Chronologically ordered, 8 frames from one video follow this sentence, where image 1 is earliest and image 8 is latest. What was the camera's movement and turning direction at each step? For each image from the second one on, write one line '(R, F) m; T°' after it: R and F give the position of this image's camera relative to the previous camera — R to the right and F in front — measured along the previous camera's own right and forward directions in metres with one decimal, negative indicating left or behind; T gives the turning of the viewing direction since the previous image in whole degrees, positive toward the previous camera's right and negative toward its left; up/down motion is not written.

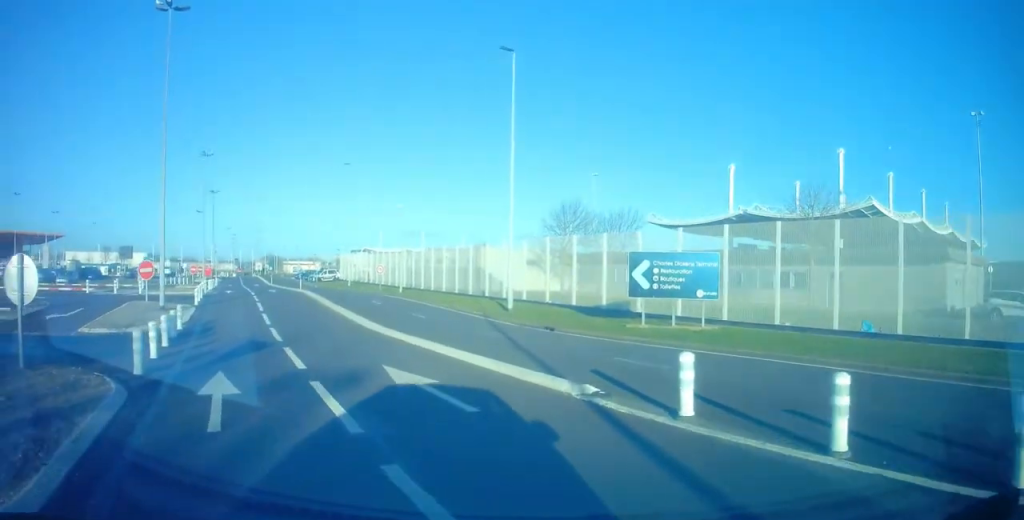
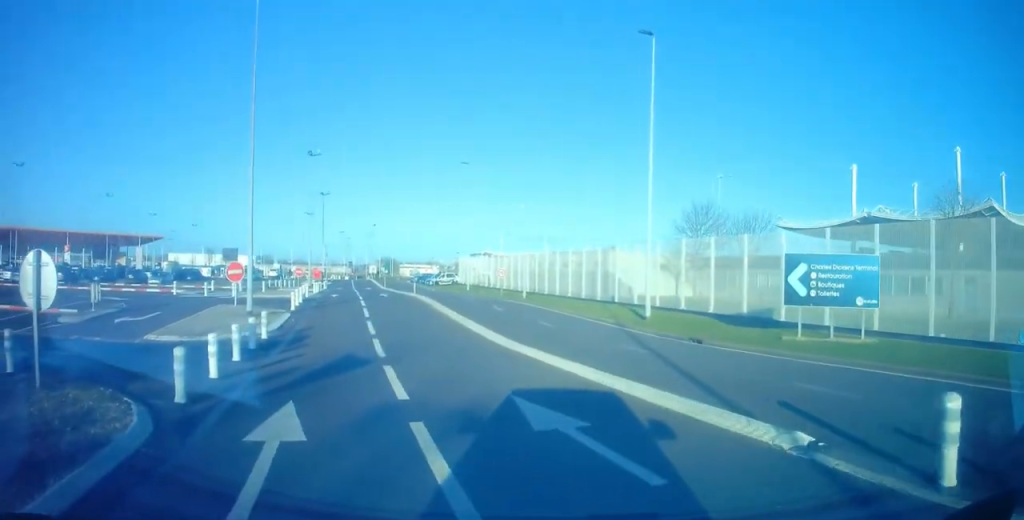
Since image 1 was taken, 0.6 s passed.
(-0.3, +2.2) m; -11°
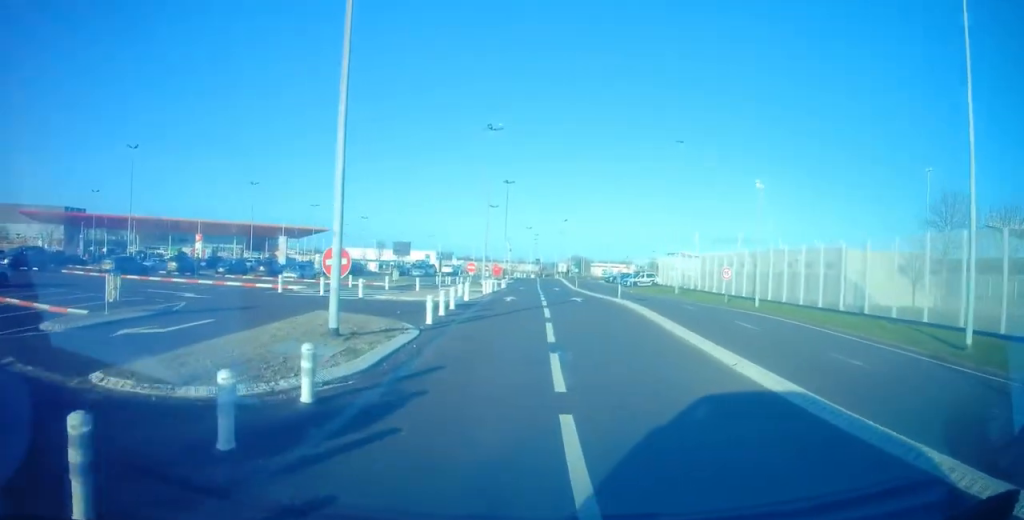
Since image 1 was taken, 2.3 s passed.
(-1.5, +7.8) m; -15°
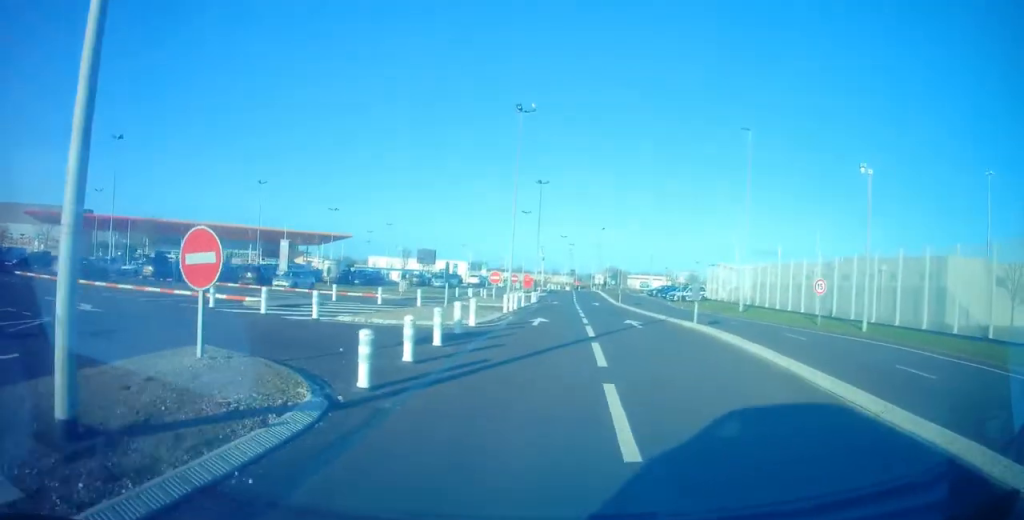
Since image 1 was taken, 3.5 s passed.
(-0.1, +7.2) m; -1°
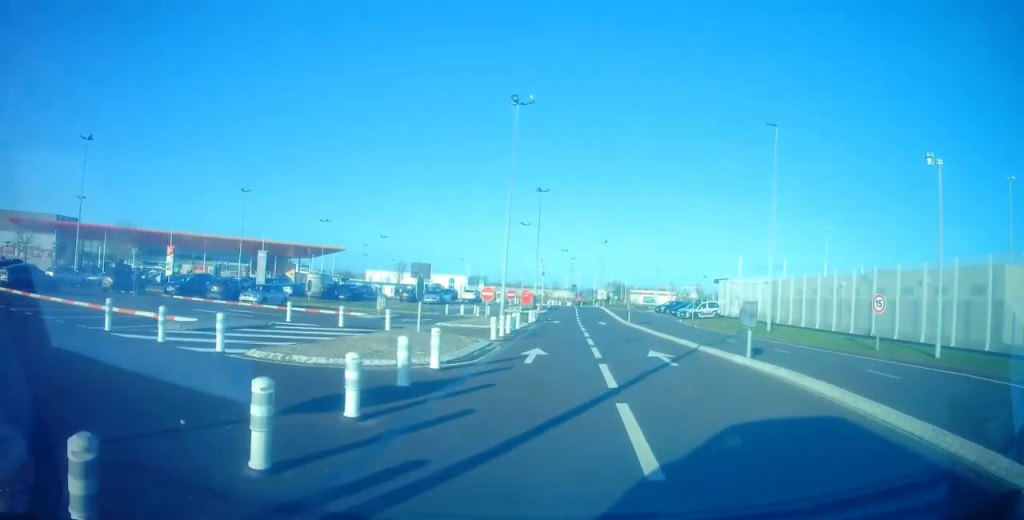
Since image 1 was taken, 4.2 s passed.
(0.0, +4.6) m; 0°
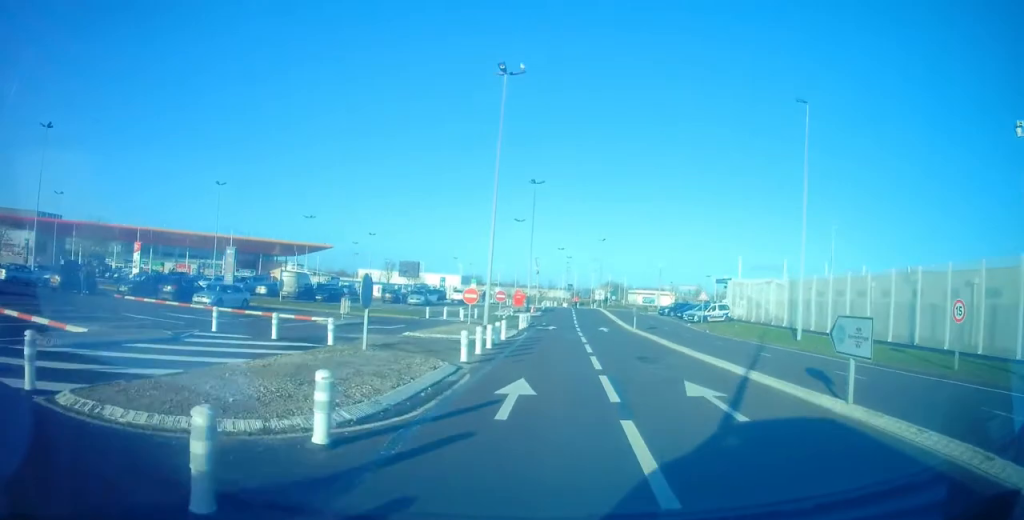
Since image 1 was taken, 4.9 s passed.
(-0.1, +4.8) m; 0°
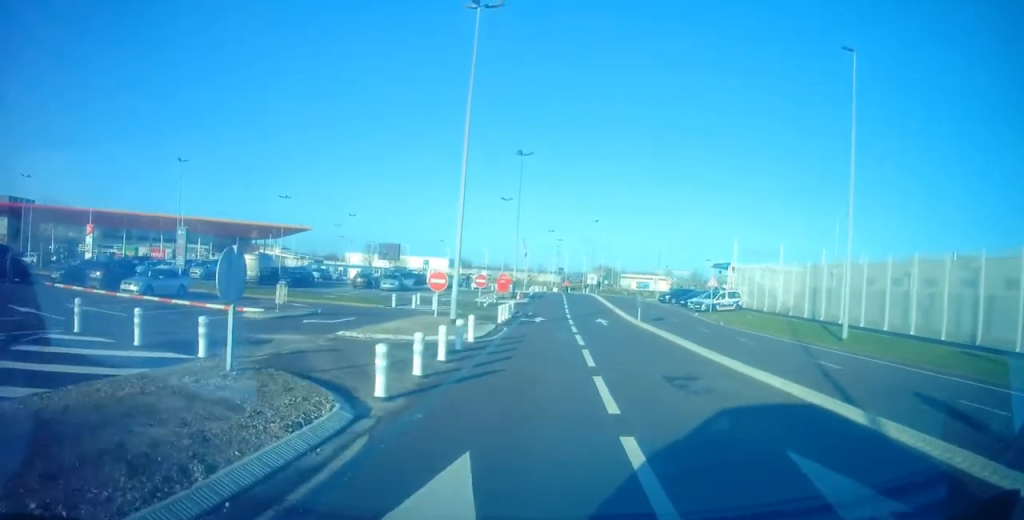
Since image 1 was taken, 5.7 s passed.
(0.0, +5.6) m; 0°
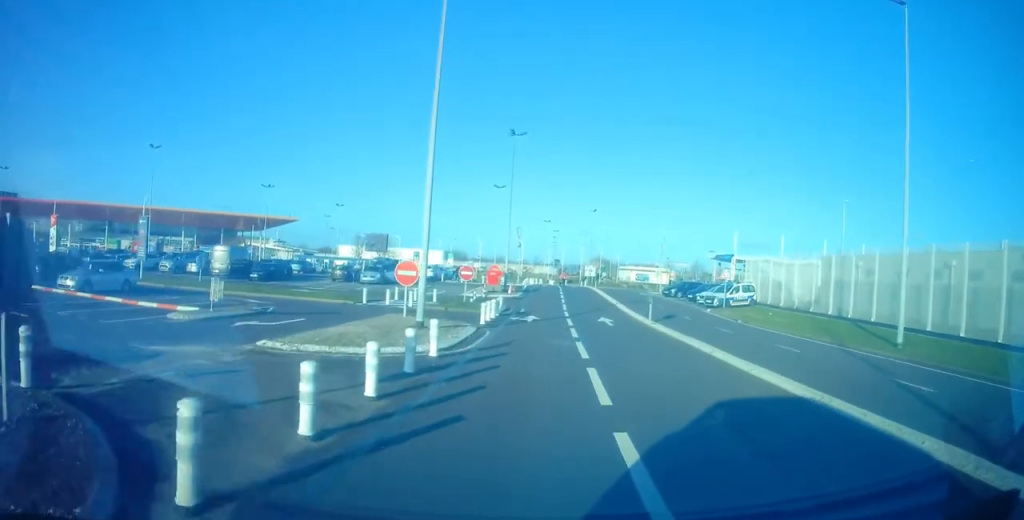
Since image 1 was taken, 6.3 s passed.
(0.0, +4.2) m; 0°
